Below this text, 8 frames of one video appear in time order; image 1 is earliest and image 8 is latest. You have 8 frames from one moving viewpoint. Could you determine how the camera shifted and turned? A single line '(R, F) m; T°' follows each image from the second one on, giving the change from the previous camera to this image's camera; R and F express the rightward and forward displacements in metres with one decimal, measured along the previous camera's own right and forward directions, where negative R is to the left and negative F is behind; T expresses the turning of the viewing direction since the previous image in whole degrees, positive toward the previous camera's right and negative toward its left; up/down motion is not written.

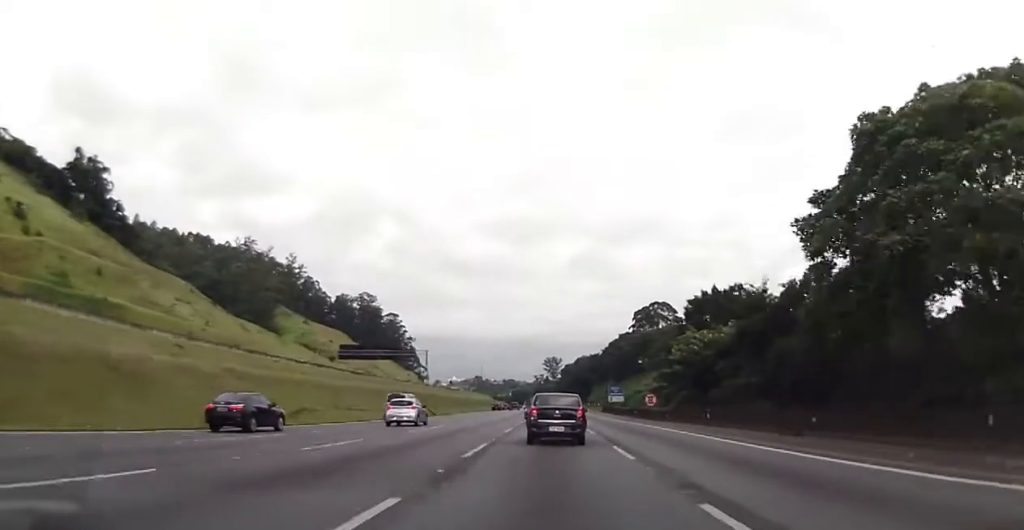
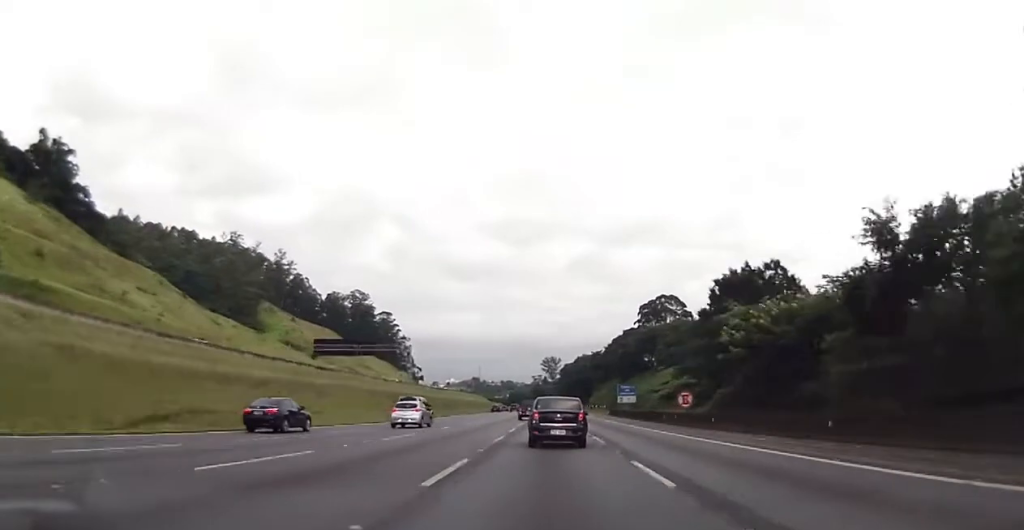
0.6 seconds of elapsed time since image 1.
(+0.2, +17.3) m; 0°
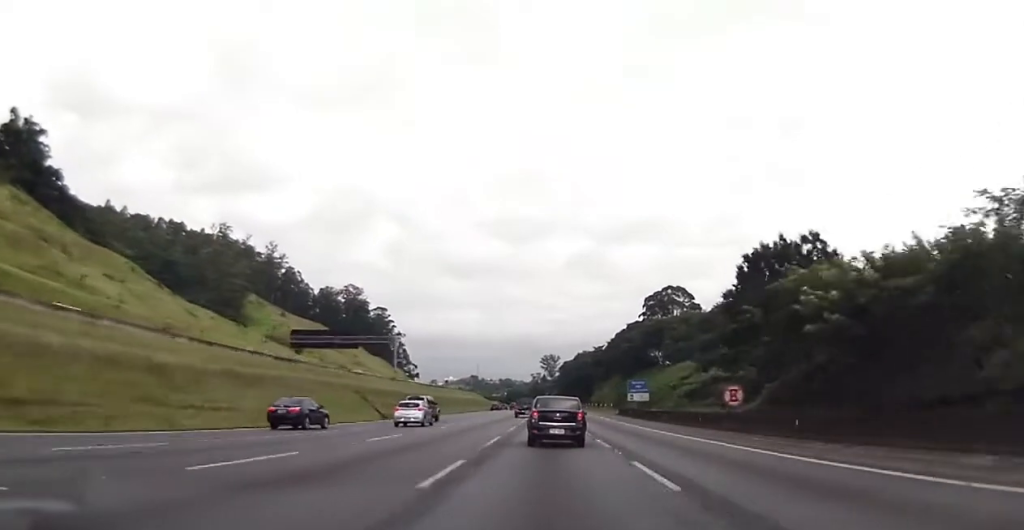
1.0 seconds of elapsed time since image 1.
(-0.2, +13.2) m; 0°
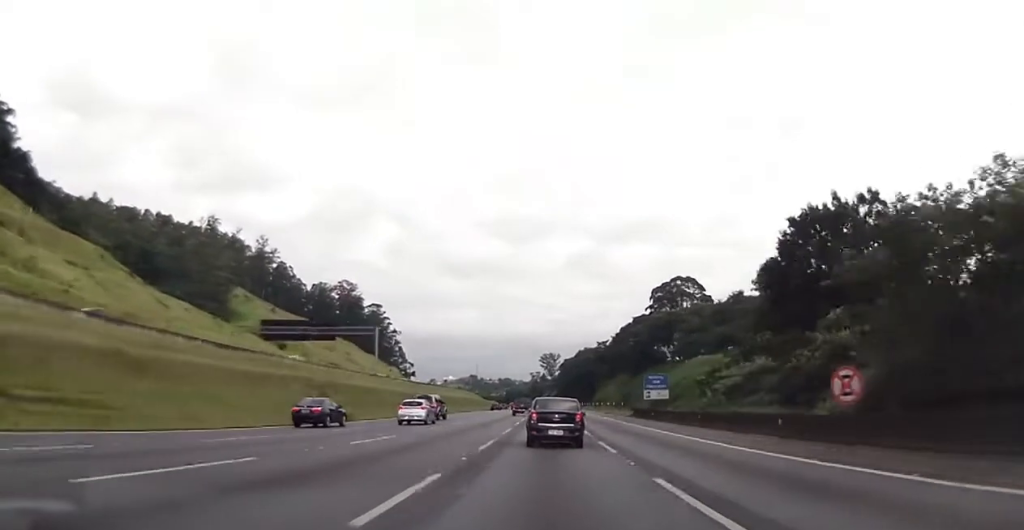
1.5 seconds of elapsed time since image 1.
(-0.1, +14.3) m; 0°
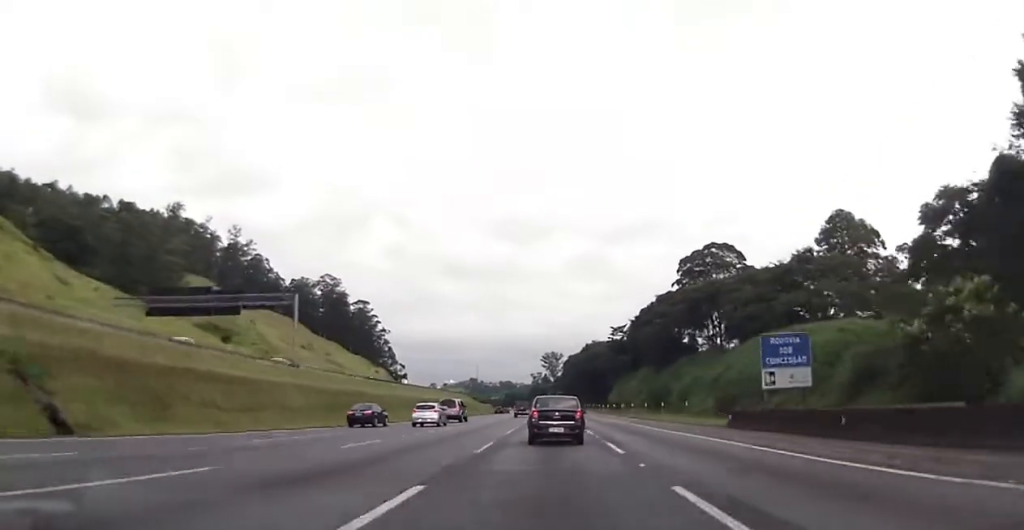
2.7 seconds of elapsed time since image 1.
(+0.2, +38.5) m; +1°
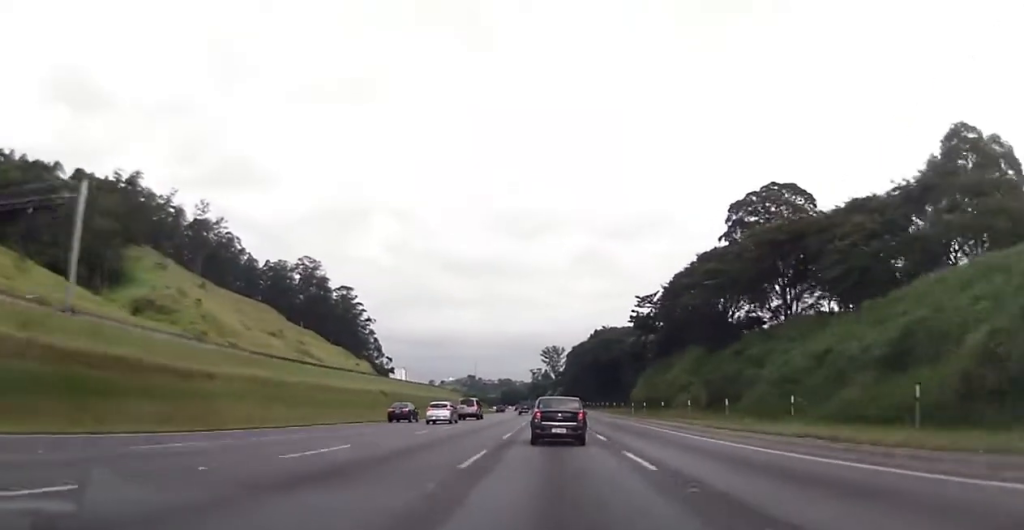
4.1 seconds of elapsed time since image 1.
(0.0, +40.3) m; 0°
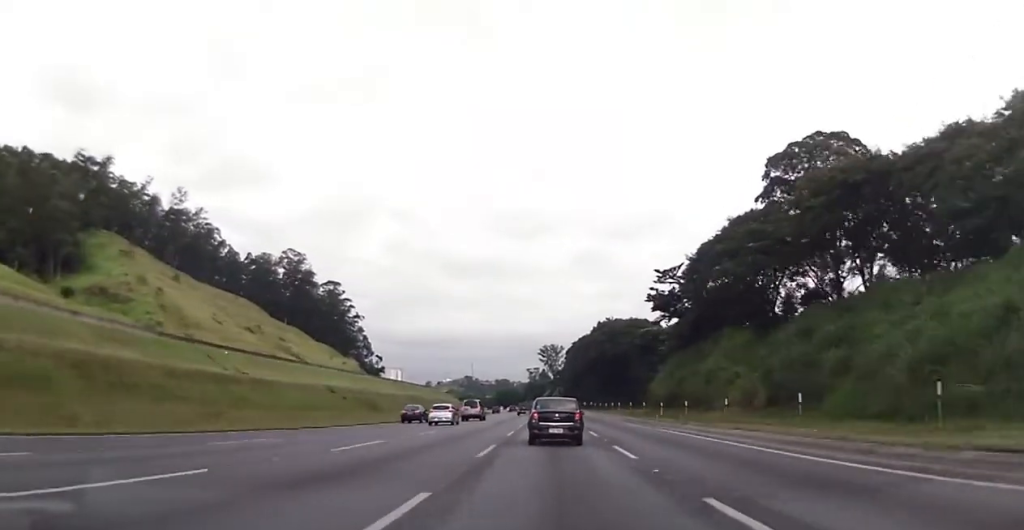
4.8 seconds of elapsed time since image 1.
(-0.1, +21.0) m; 0°
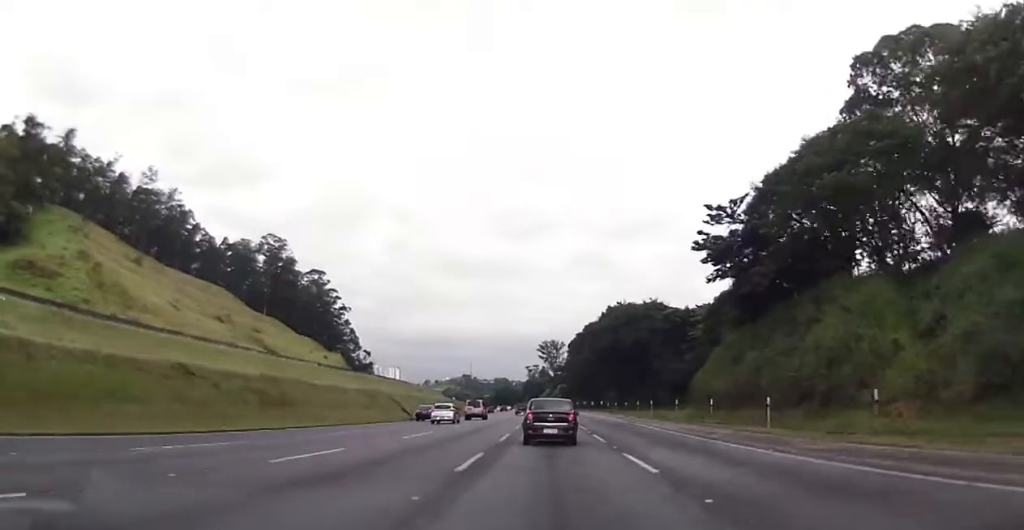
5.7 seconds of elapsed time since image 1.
(+0.3, +28.0) m; 0°
